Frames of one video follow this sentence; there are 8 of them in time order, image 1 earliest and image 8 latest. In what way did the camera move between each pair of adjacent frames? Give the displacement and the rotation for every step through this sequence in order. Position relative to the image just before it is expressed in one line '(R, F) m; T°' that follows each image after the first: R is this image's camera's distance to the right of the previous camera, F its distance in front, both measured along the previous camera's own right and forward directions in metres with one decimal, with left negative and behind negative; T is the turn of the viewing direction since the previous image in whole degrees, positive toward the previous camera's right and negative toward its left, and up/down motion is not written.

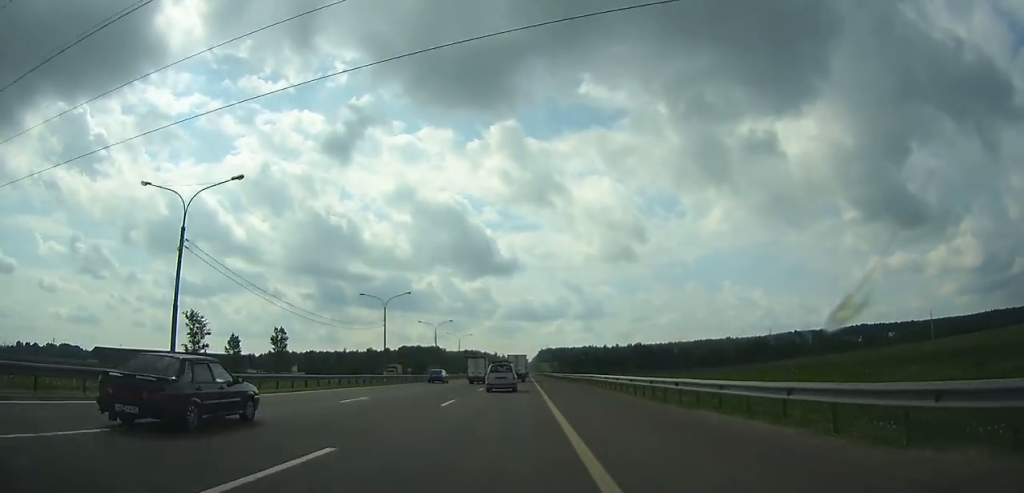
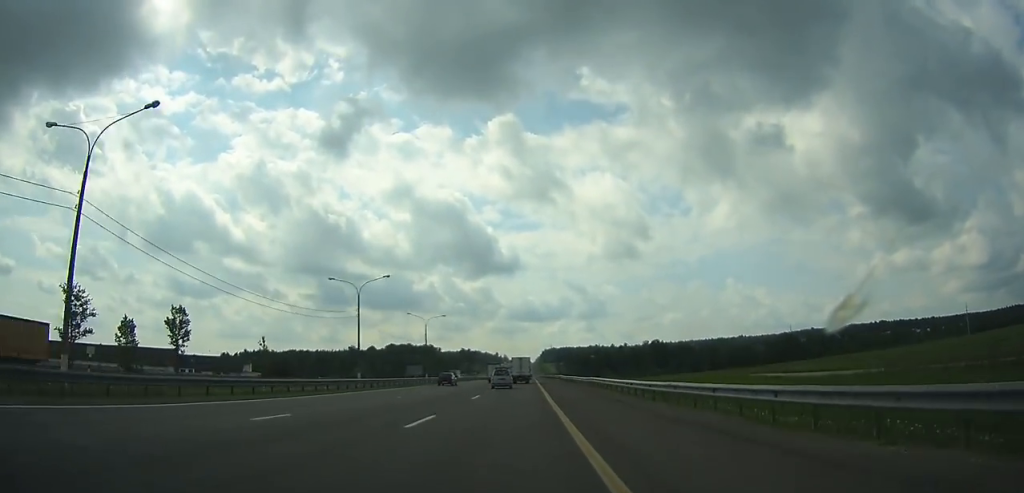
(+0.5, +54.3) m; +1°
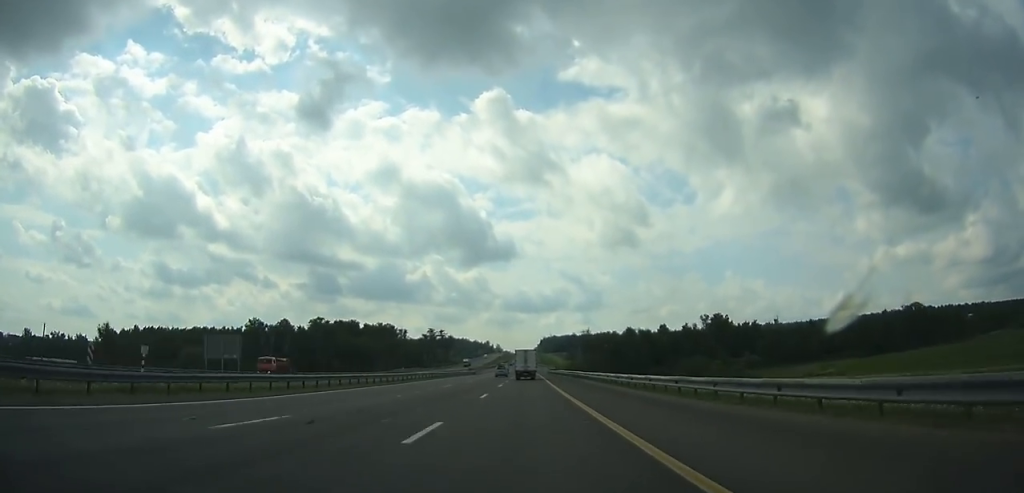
(+0.2, +147.8) m; 0°
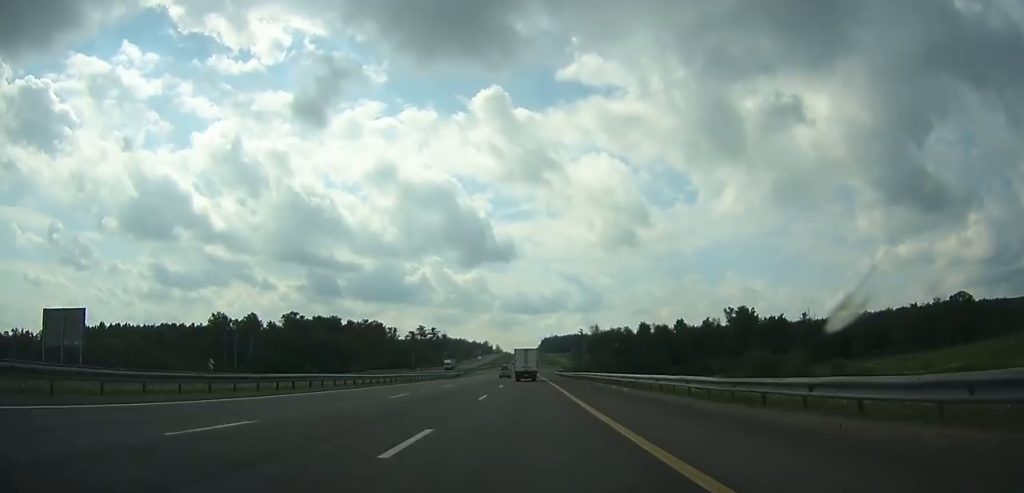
(0.0, +34.6) m; 0°
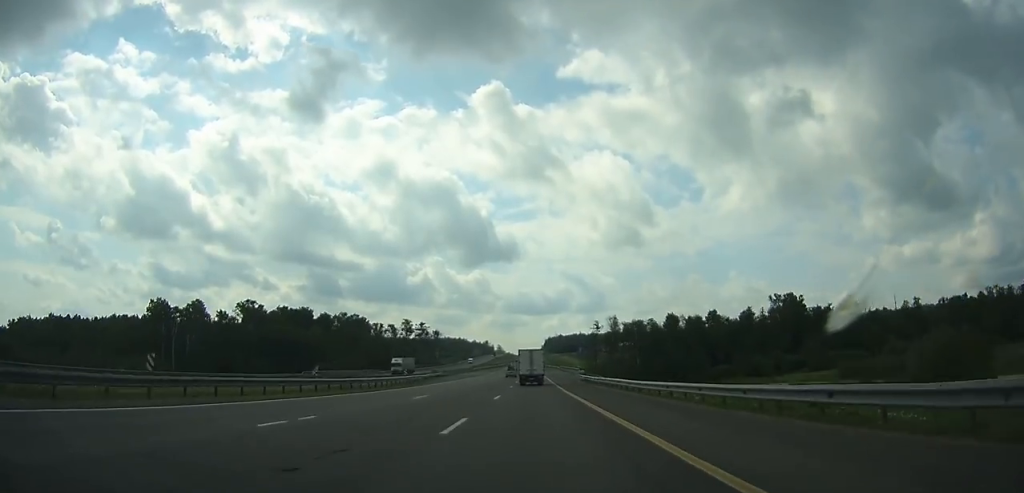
(0.0, +46.8) m; 0°
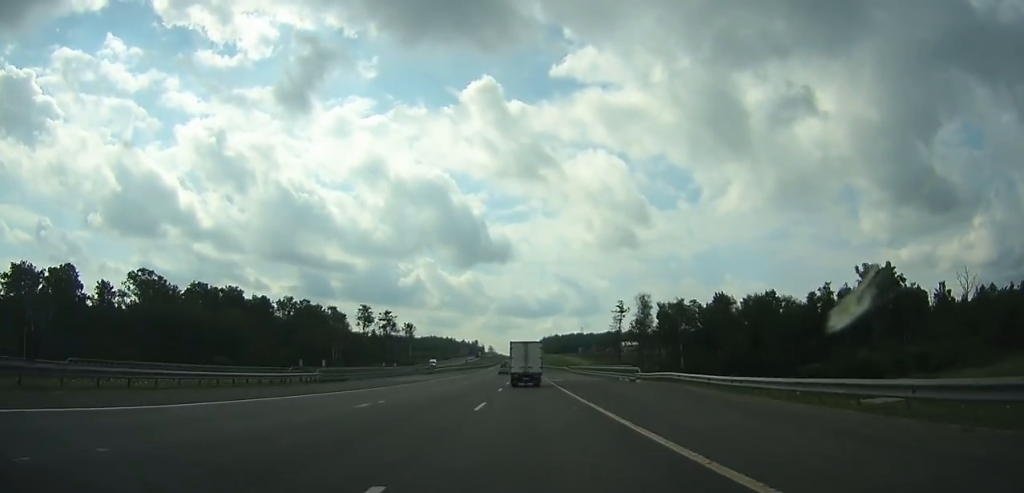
(-0.1, +61.1) m; 0°
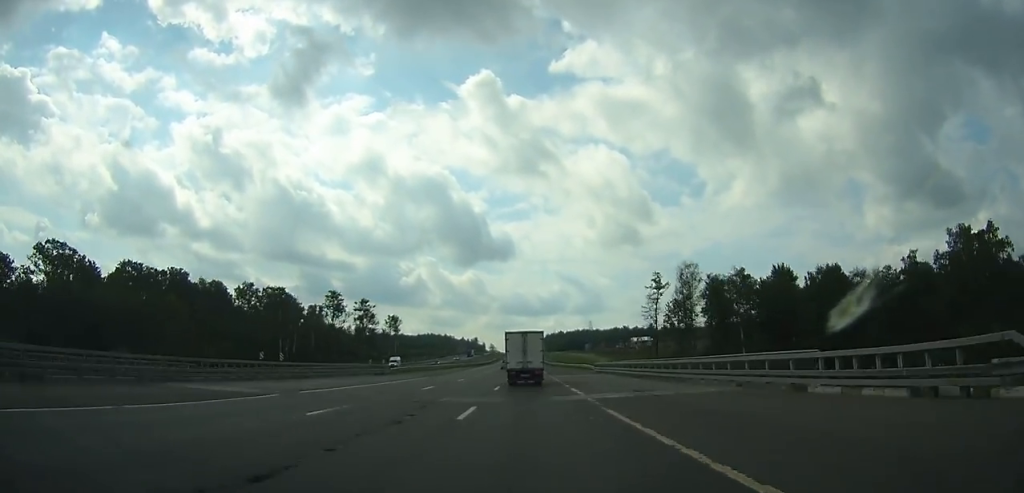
(+0.1, +36.0) m; 0°
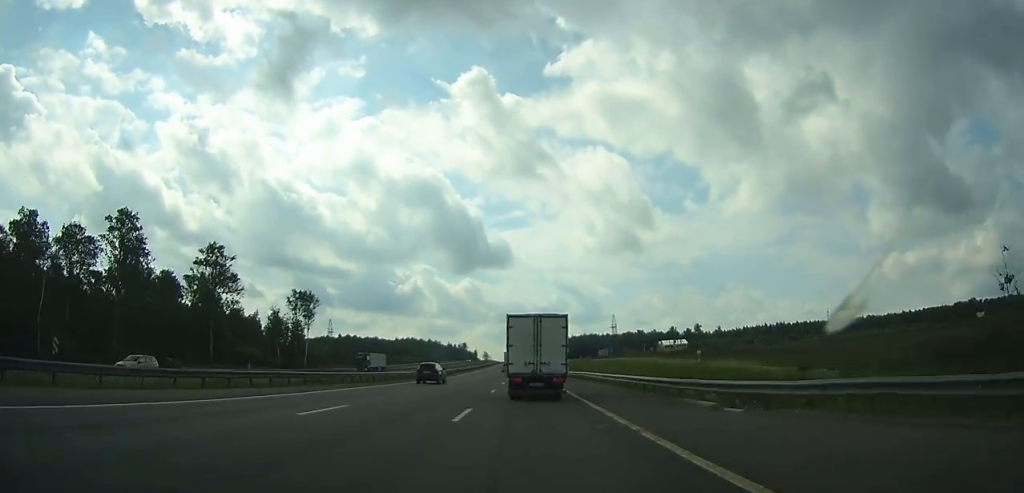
(+0.4, +99.5) m; 0°
